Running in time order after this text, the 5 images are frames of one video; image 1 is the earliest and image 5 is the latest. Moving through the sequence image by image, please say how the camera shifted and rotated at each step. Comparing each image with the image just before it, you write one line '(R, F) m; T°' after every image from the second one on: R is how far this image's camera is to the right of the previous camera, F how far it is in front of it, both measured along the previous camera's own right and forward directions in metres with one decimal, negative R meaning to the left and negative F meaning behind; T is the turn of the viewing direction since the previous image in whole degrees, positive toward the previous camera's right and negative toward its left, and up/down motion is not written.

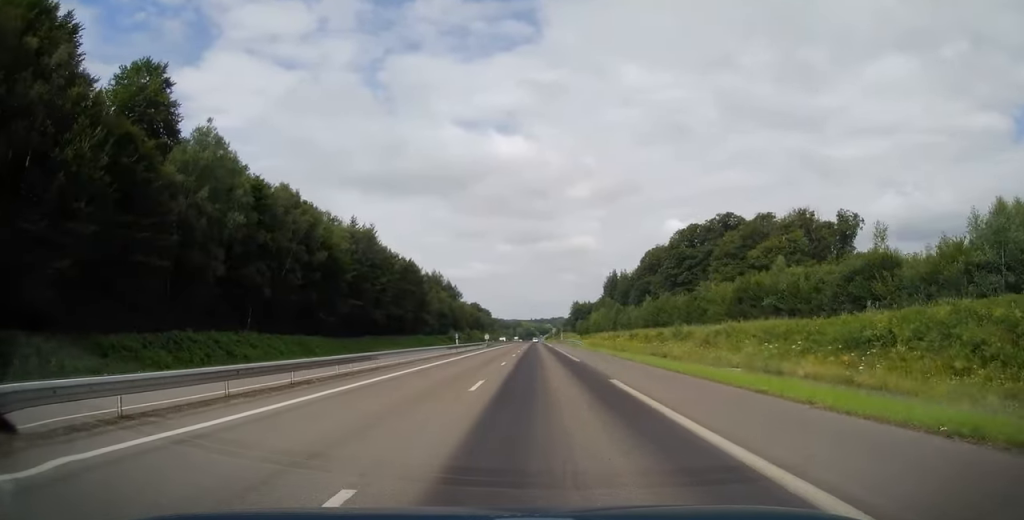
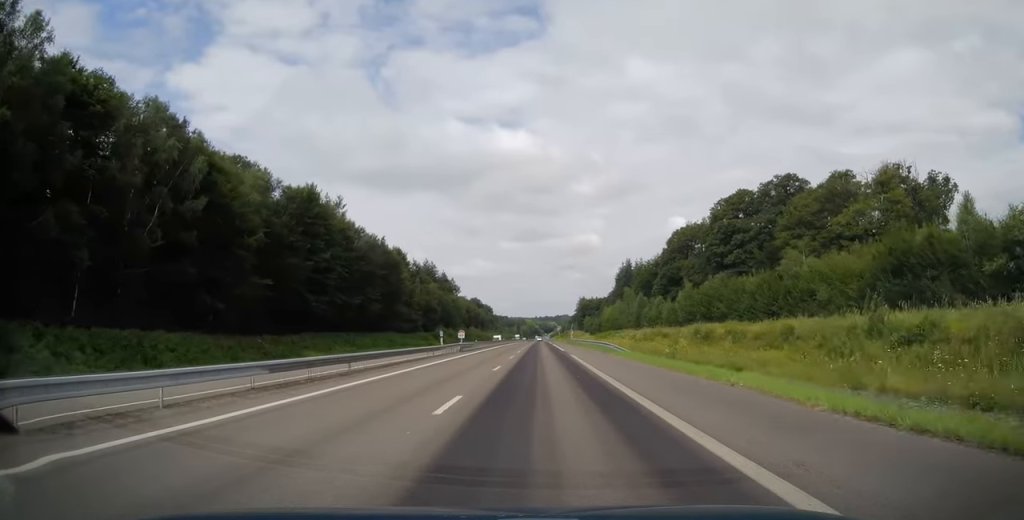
(-0.2, +30.4) m; 0°
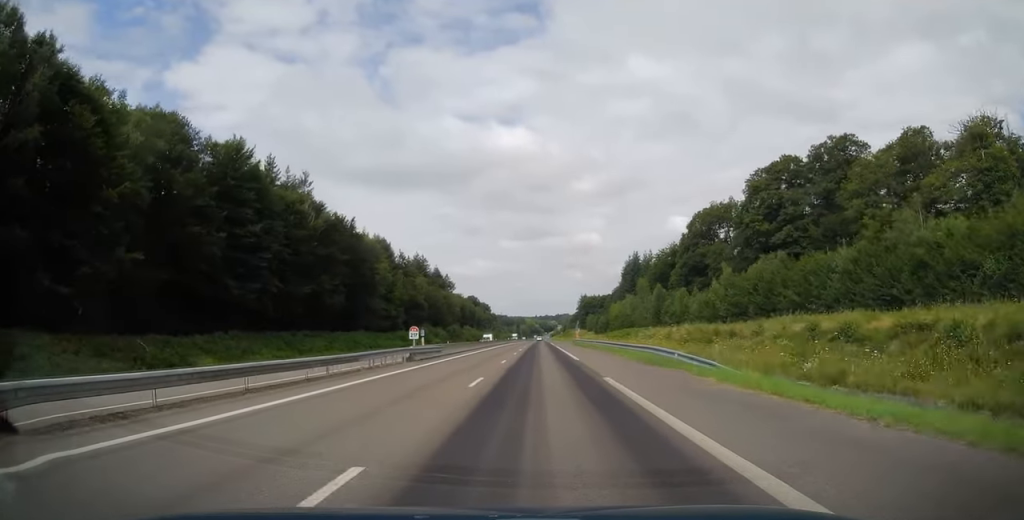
(0.0, +20.0) m; 0°
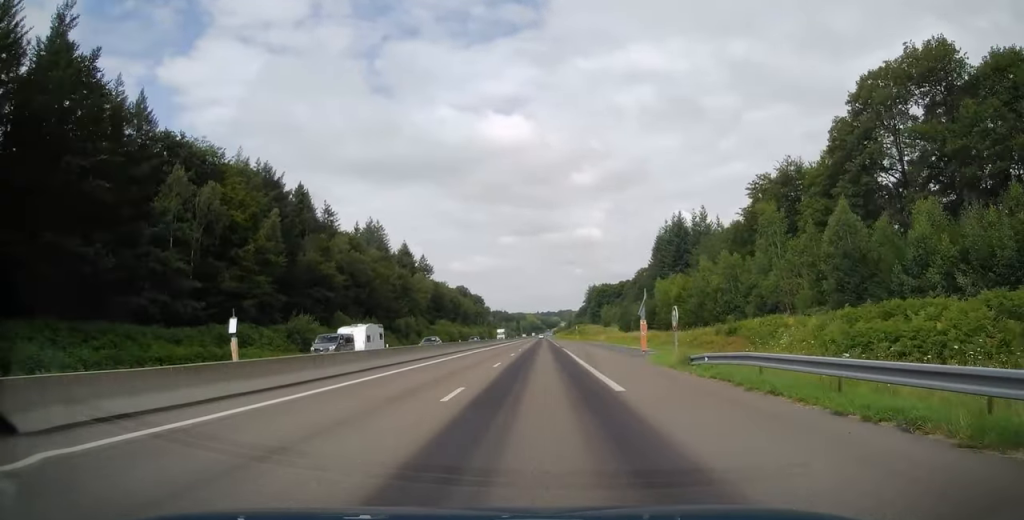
(0.0, +67.4) m; 0°
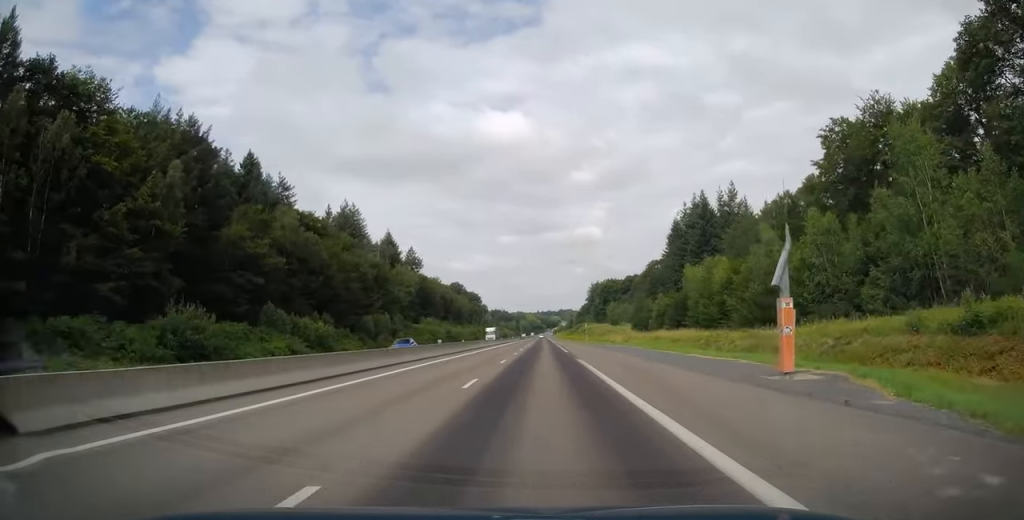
(0.0, +22.6) m; 0°
